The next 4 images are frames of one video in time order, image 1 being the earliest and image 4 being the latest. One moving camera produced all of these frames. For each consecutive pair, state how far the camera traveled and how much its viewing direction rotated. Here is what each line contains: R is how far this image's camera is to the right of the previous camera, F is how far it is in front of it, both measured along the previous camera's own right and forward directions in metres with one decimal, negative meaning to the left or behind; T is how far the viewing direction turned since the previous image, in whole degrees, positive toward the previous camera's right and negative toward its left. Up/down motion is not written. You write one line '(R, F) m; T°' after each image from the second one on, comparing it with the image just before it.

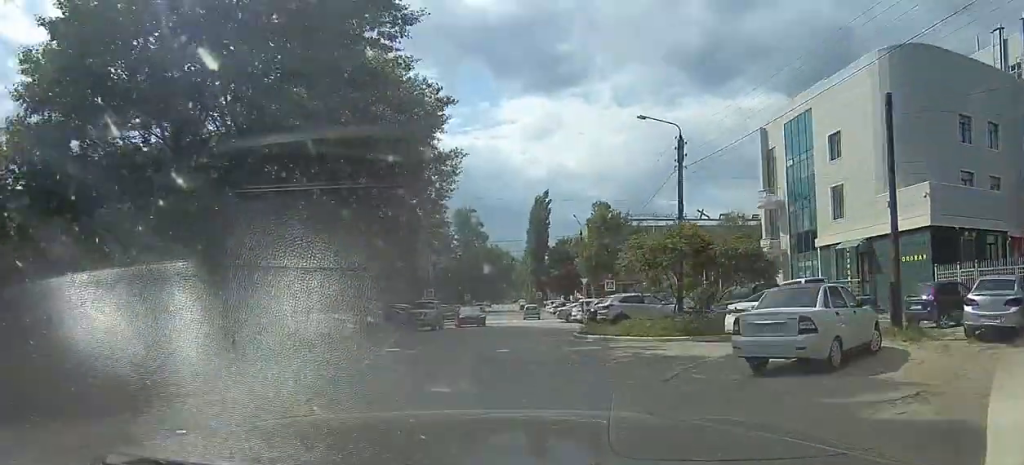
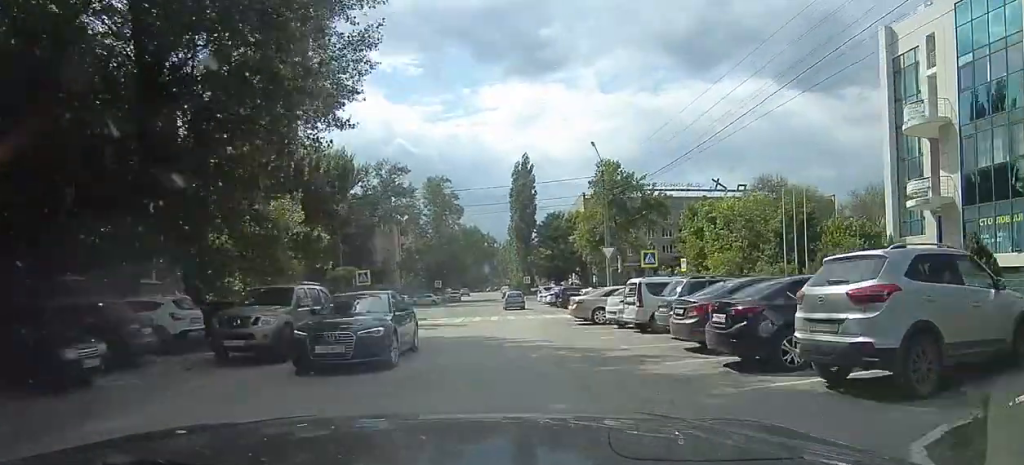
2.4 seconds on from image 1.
(+1.3, +19.0) m; -3°
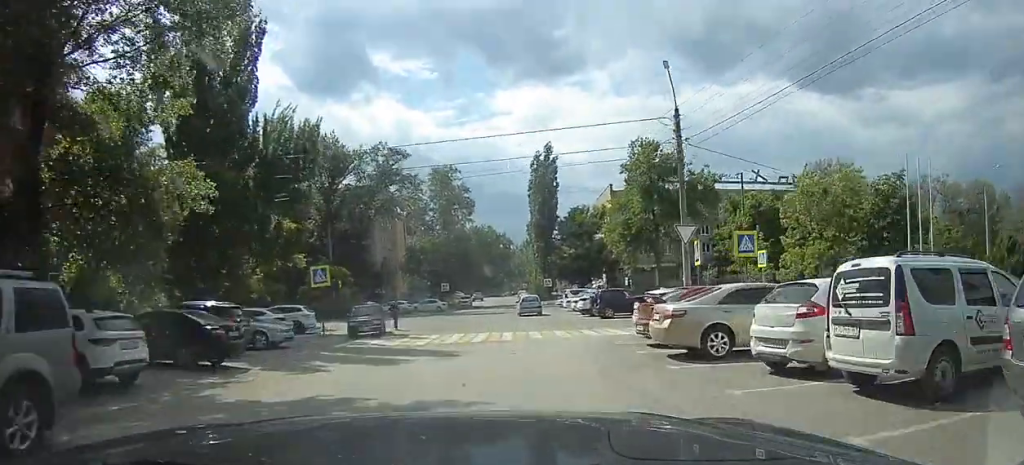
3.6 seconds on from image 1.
(-0.2, +9.3) m; +1°
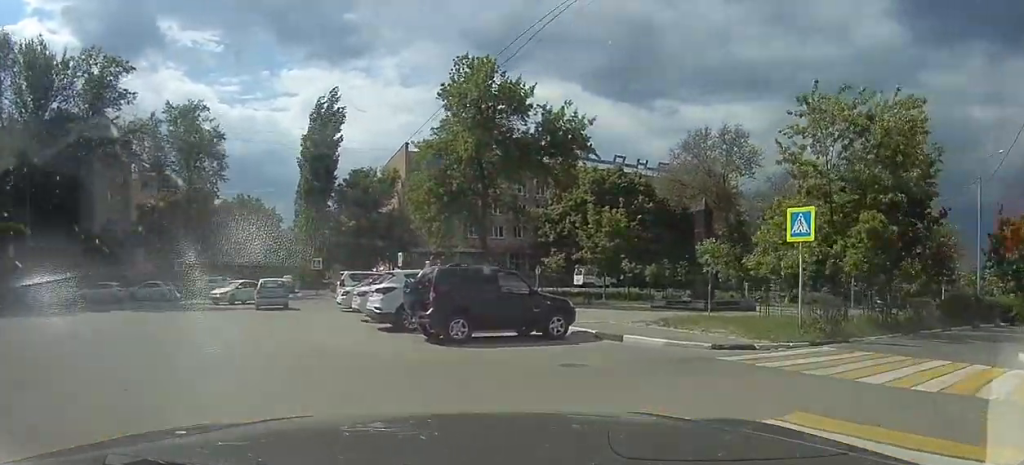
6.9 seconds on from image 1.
(+3.2, +18.4) m; +35°
